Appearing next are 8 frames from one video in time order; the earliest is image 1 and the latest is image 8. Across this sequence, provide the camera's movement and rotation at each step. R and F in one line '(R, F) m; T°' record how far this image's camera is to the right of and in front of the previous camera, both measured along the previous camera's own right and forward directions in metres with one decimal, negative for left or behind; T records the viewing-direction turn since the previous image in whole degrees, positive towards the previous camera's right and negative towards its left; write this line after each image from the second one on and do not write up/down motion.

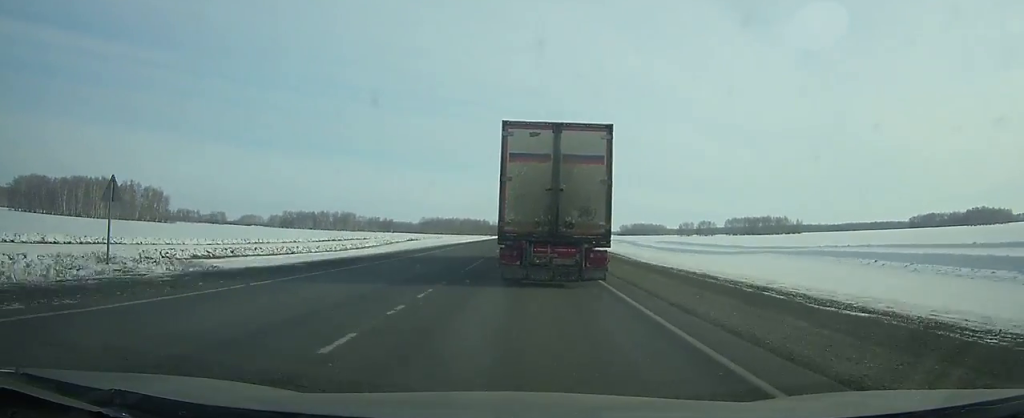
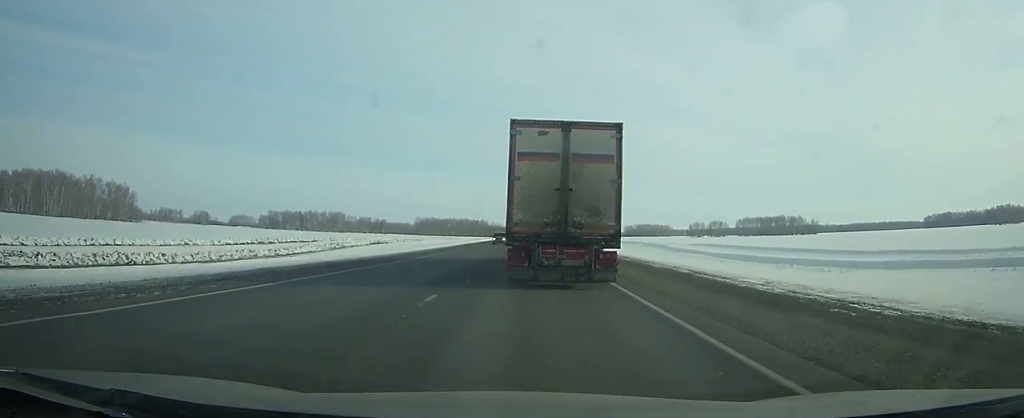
(0.0, +42.9) m; 0°
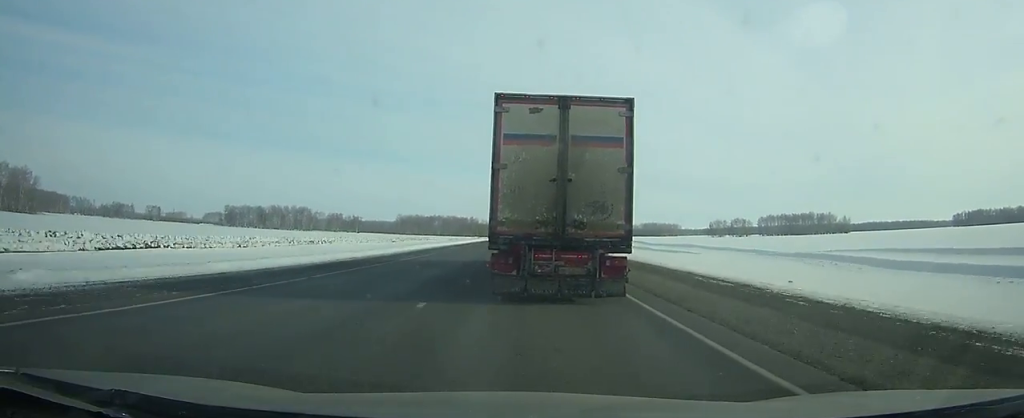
(-0.1, +80.9) m; 0°
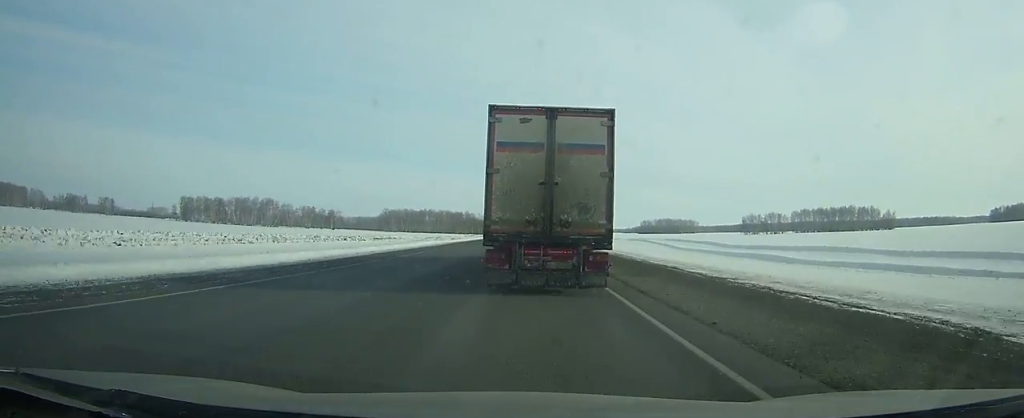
(+0.2, +75.6) m; 0°
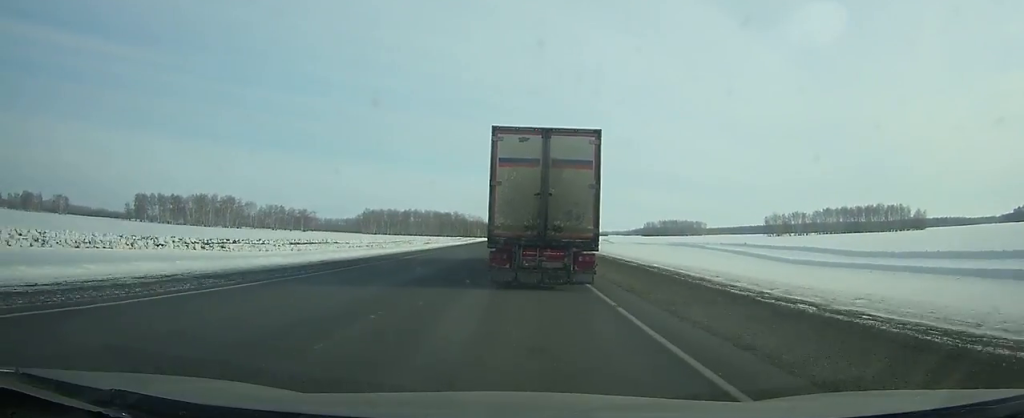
(0.0, +55.7) m; 0°
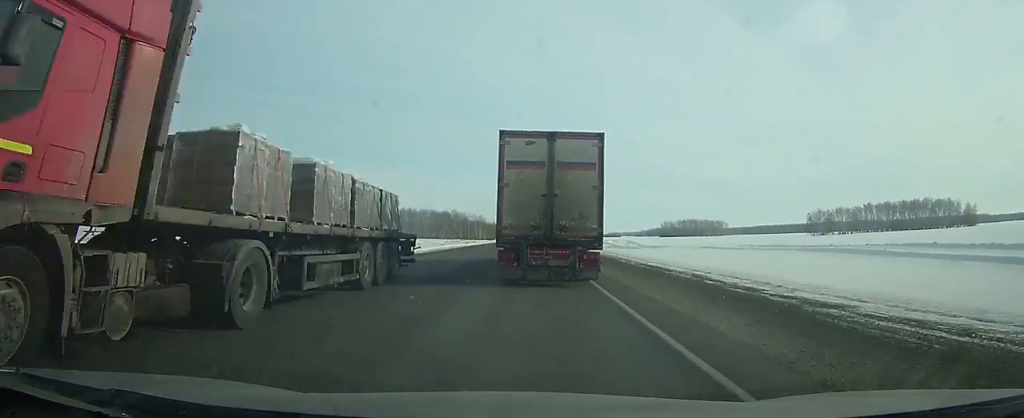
(+0.2, +58.6) m; -1°
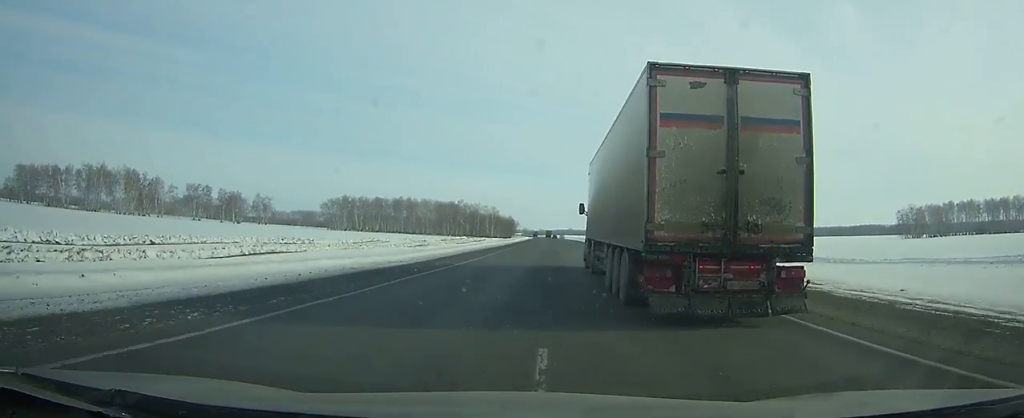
(-1.3, +79.9) m; -1°
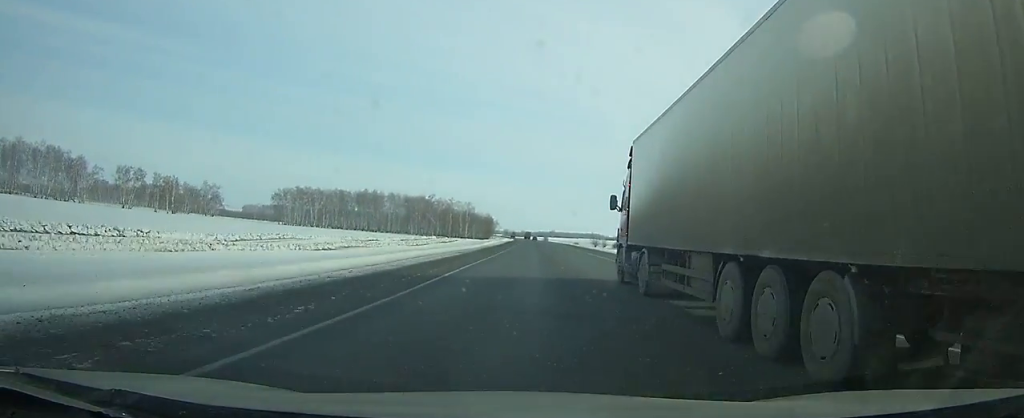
(-0.2, +41.4) m; 0°
